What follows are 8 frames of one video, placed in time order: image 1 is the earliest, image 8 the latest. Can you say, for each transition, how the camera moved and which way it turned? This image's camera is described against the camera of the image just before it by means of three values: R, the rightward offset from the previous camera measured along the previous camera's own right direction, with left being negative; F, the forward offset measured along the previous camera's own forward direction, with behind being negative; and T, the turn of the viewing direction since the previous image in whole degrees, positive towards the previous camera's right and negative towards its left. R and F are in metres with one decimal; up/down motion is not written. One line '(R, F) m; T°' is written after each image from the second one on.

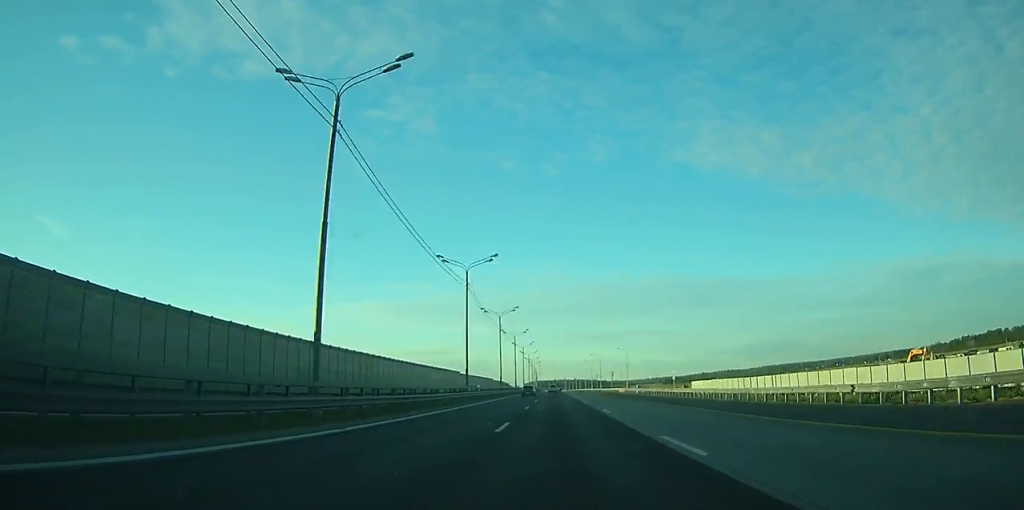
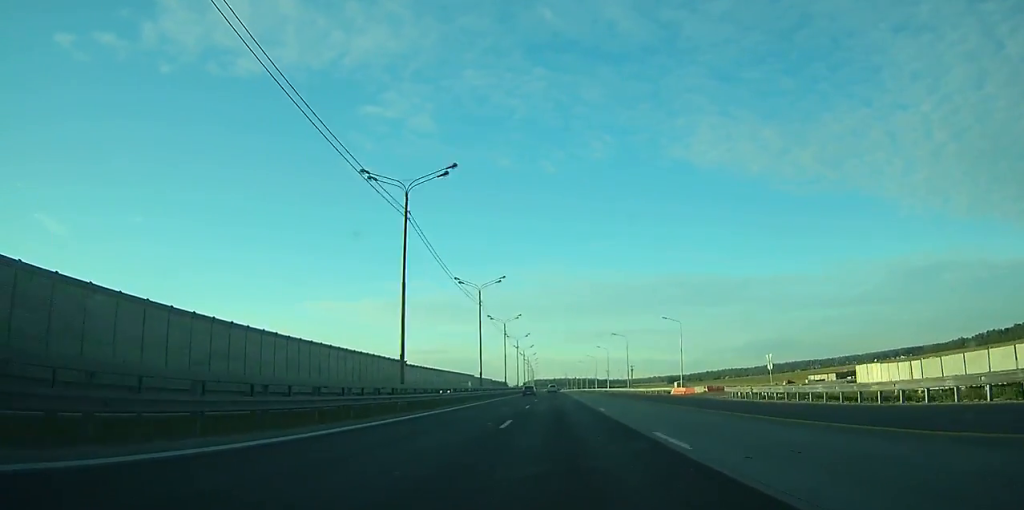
(0.0, +60.0) m; 0°
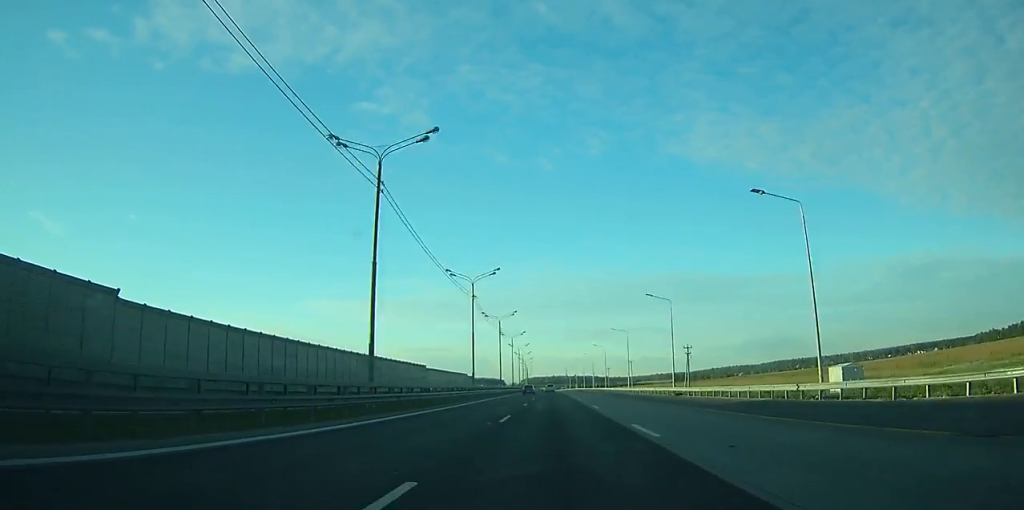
(+0.1, +75.0) m; 0°
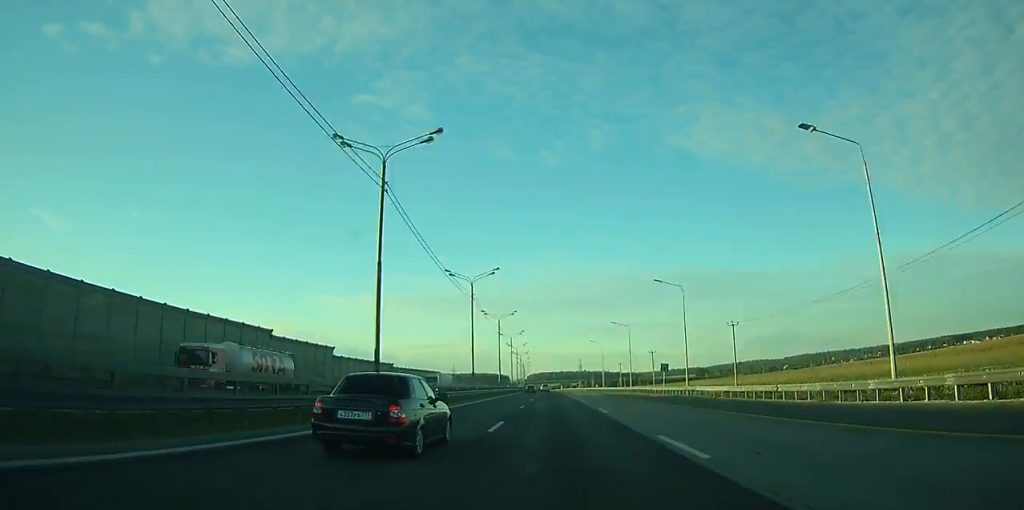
(-1.0, +150.9) m; -1°
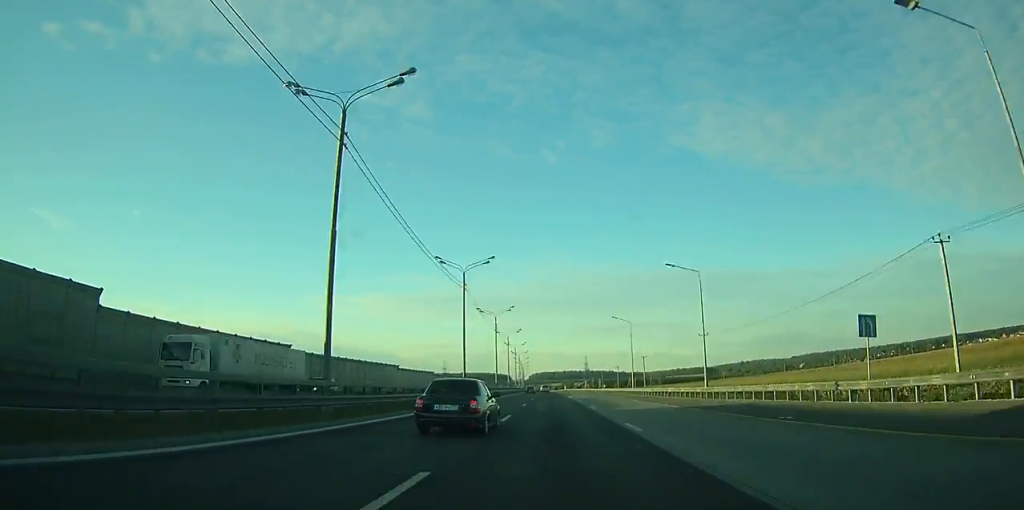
(0.0, +42.3) m; 0°
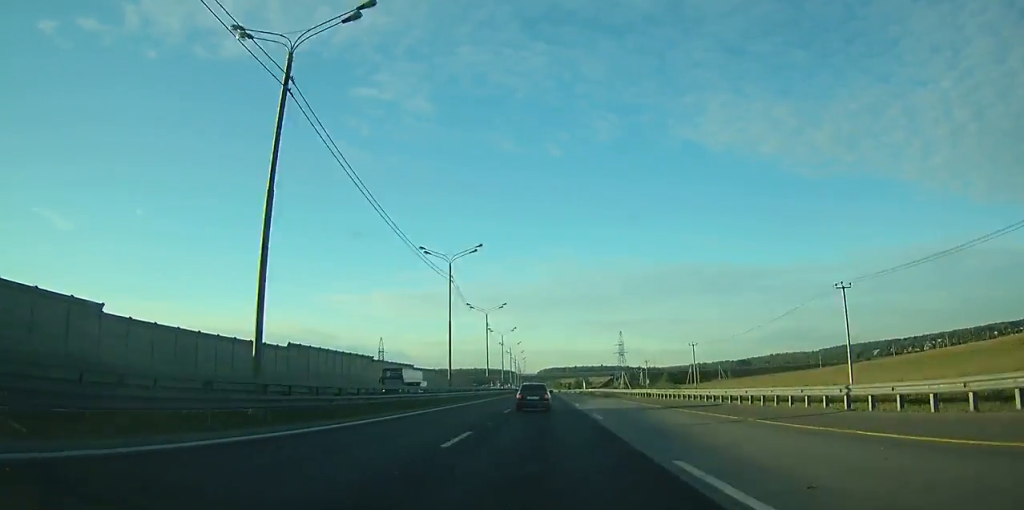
(-1.2, +147.2) m; -1°
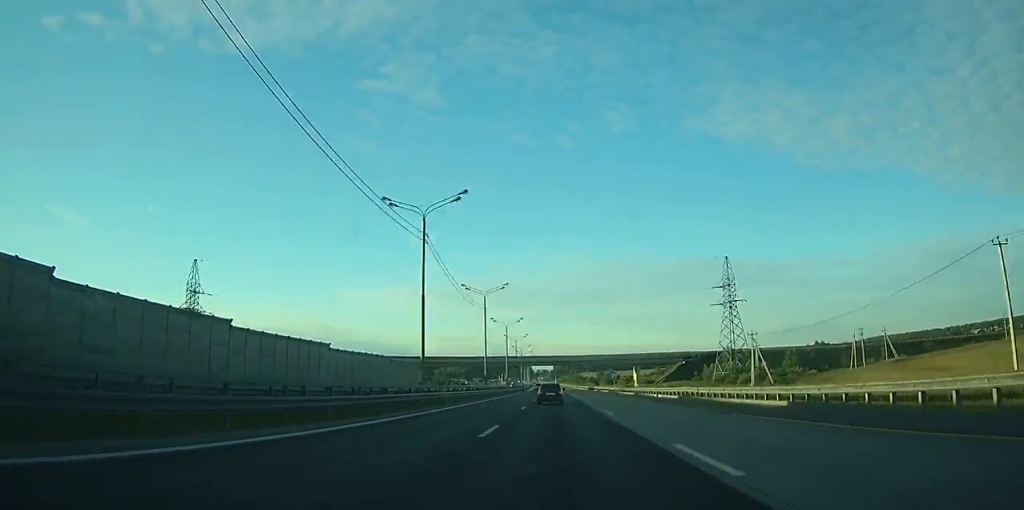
(-1.2, +118.4) m; -1°
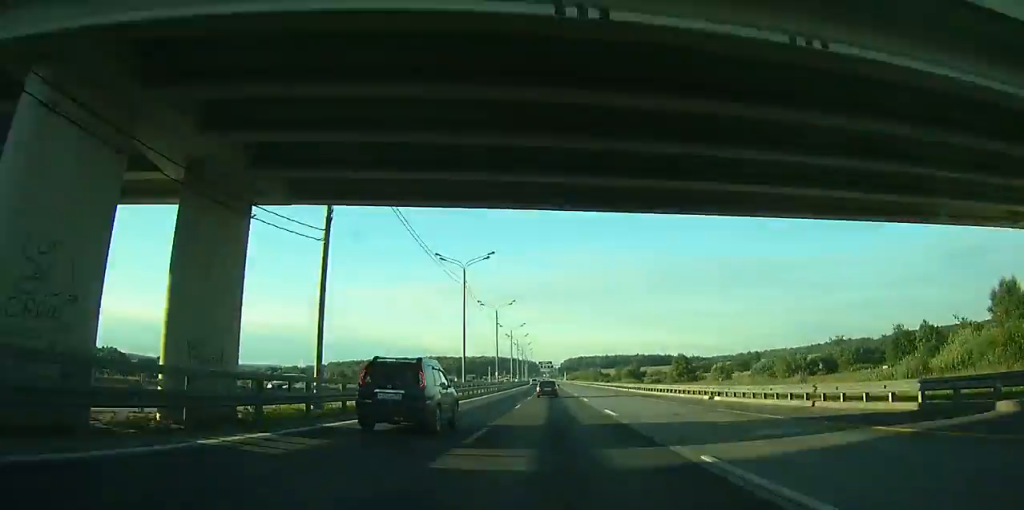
(-0.9, +127.9) m; -1°
